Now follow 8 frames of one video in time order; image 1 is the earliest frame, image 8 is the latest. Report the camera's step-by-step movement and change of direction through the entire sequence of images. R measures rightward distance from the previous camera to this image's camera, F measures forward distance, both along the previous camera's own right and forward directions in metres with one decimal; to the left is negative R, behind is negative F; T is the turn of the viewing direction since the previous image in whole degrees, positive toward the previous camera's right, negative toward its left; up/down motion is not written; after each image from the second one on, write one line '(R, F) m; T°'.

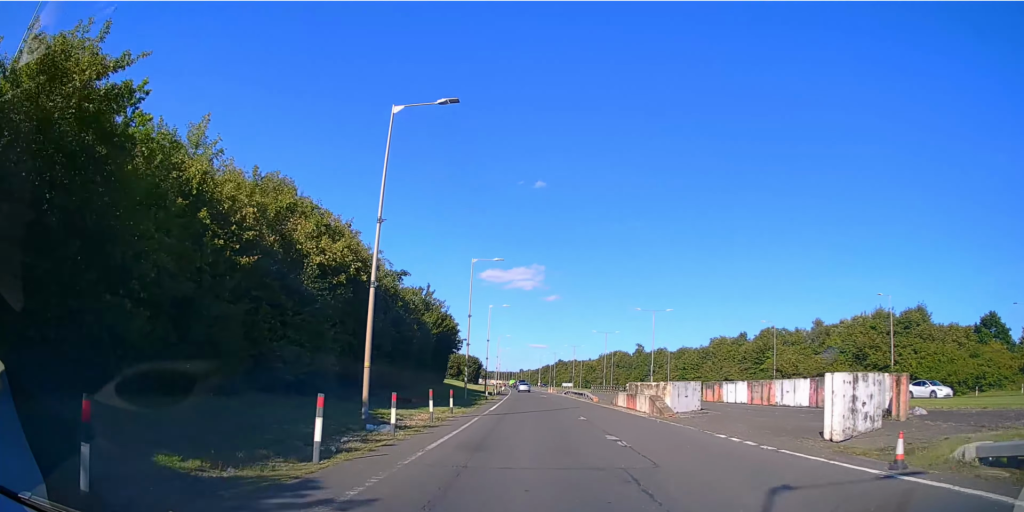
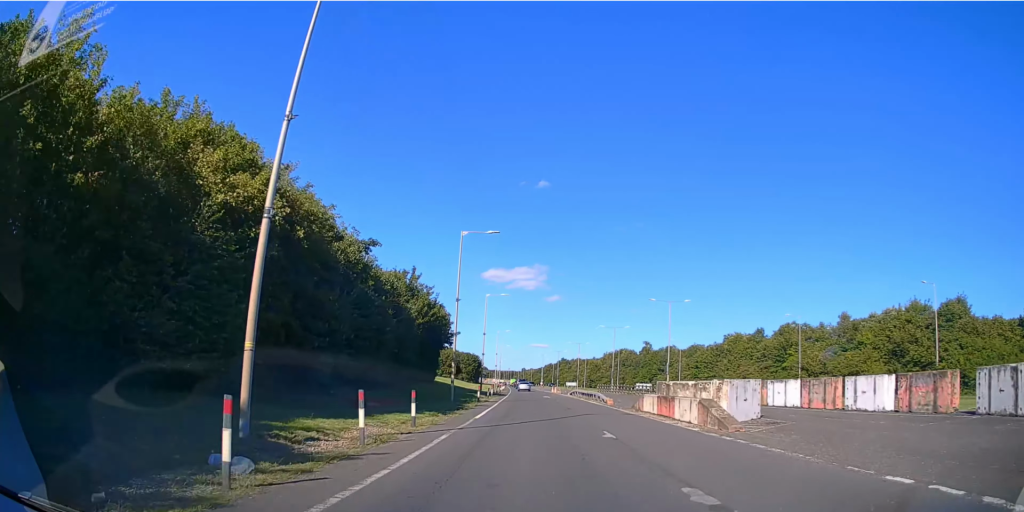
(0.0, +8.0) m; 0°
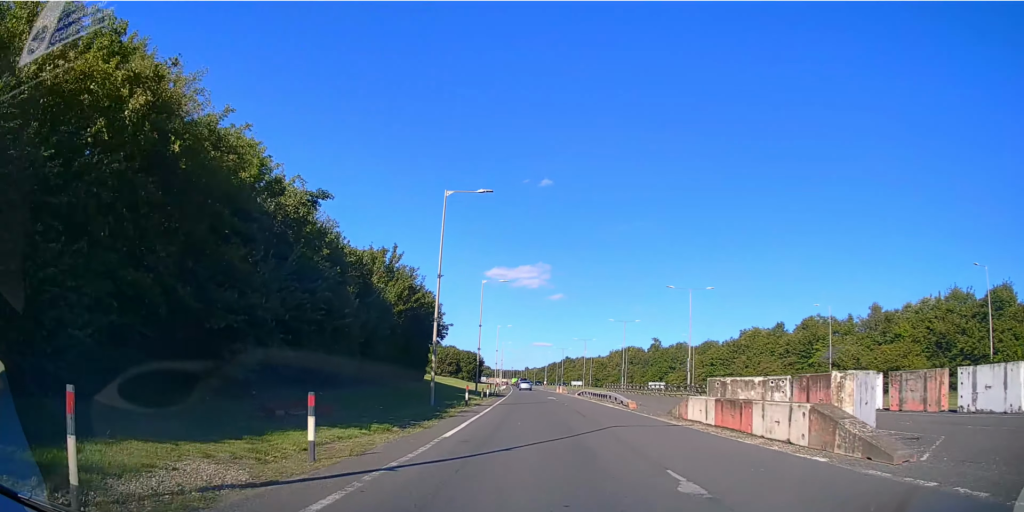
(0.0, +7.9) m; 0°
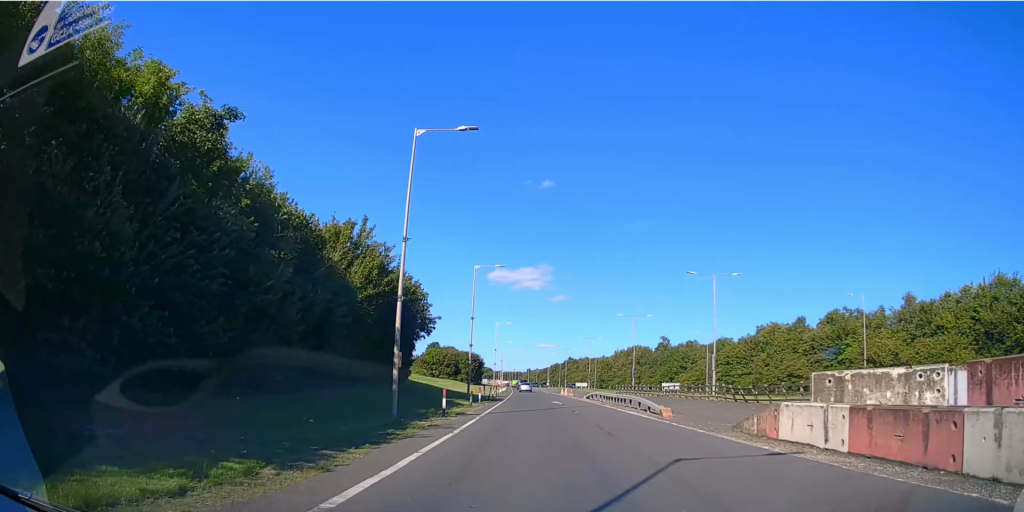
(0.0, +8.0) m; 0°
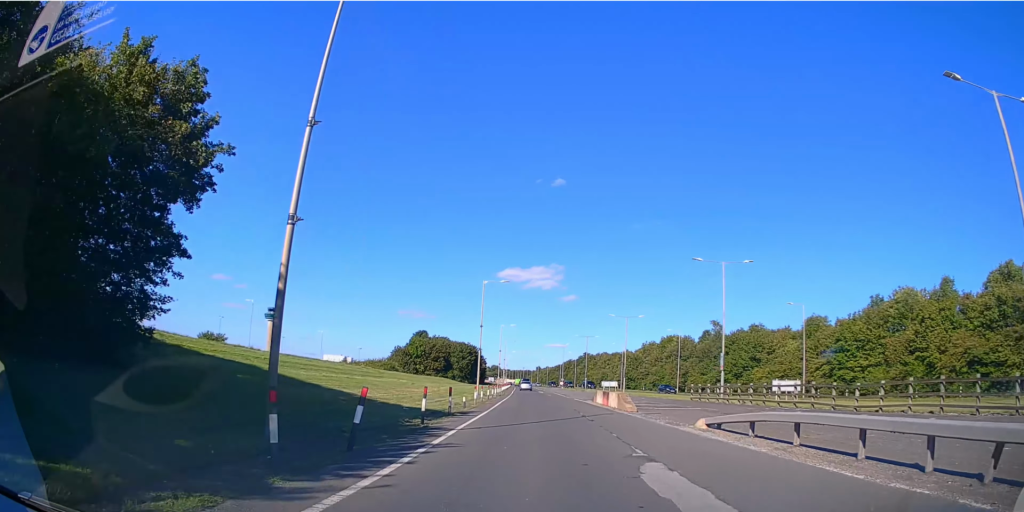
(-0.1, +37.9) m; -1°
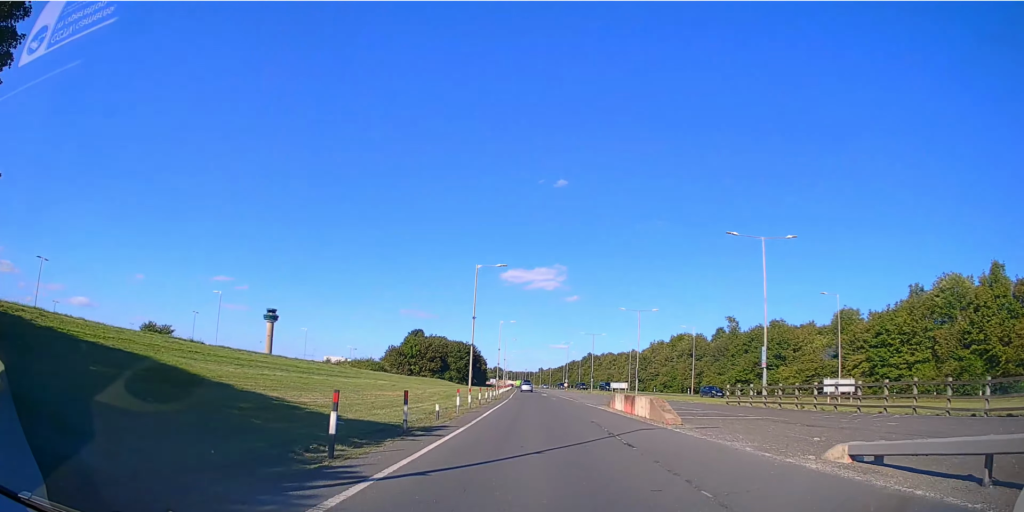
(0.0, +8.7) m; 0°
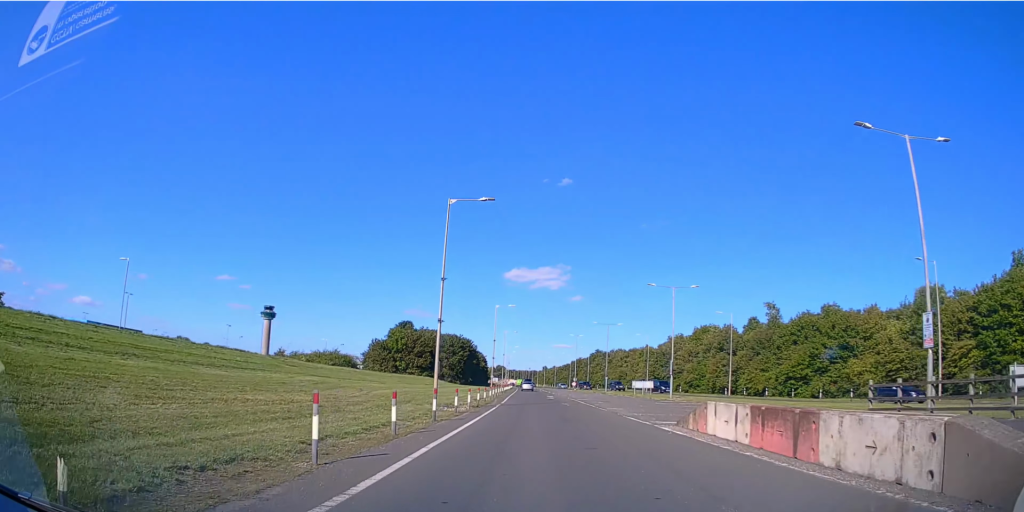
(-0.1, +17.1) m; 0°
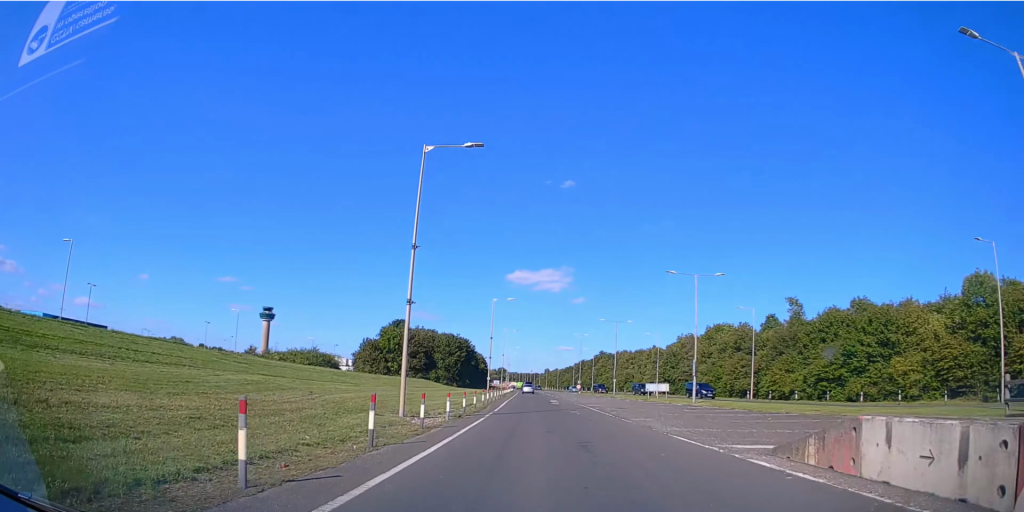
(0.0, +7.7) m; 0°
